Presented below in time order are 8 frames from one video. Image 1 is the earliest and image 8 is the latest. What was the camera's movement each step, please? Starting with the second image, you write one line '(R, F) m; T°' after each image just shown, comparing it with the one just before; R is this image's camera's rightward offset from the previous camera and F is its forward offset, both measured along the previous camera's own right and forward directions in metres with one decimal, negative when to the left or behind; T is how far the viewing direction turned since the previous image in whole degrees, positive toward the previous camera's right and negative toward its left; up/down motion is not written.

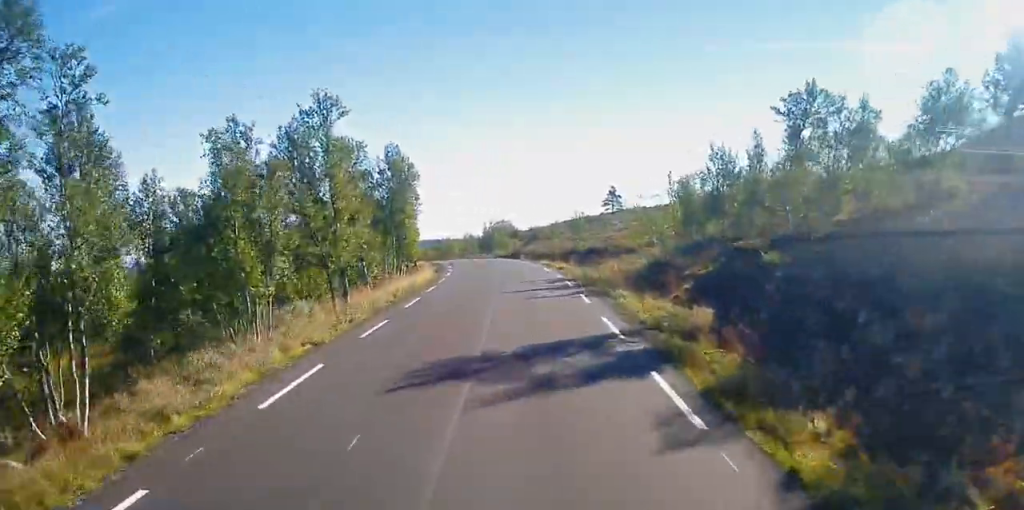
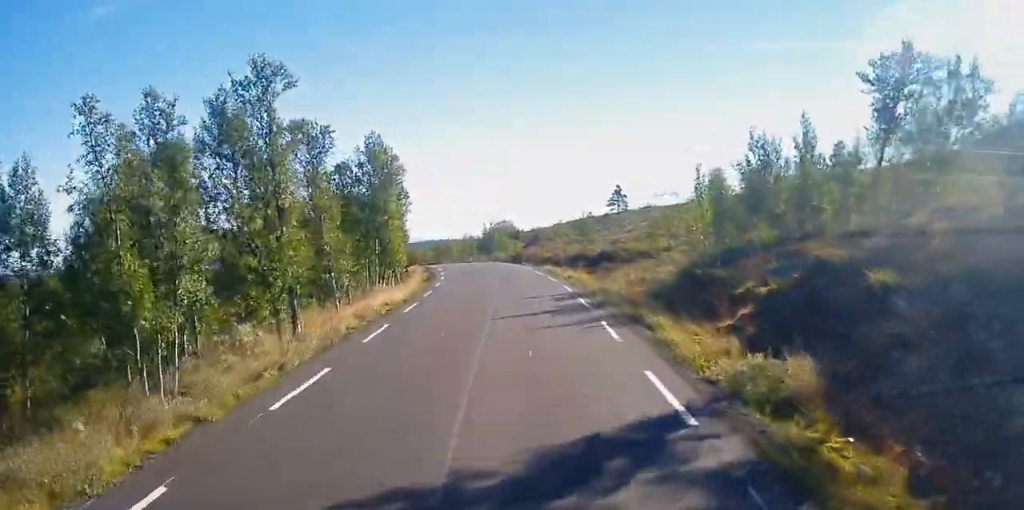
(0.0, +5.9) m; -2°
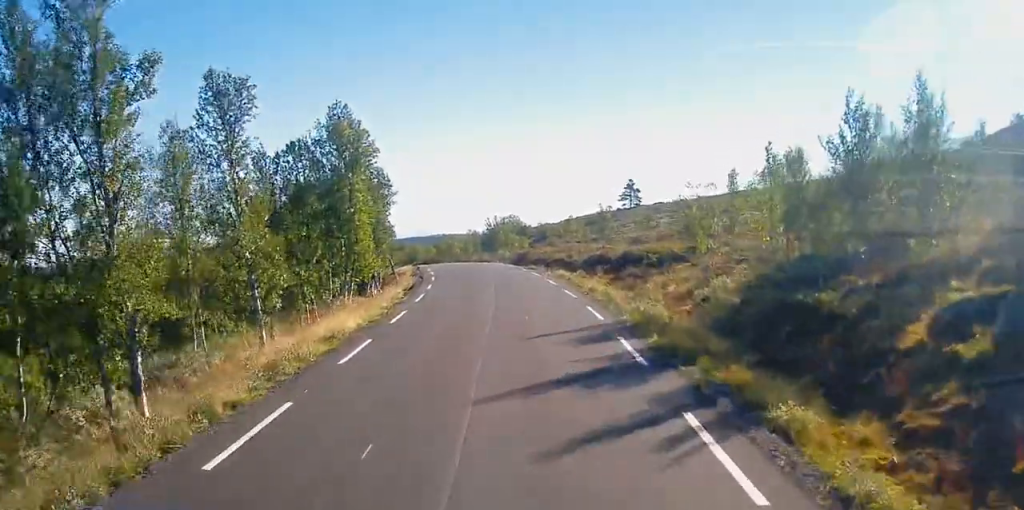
(-0.3, +8.4) m; -1°
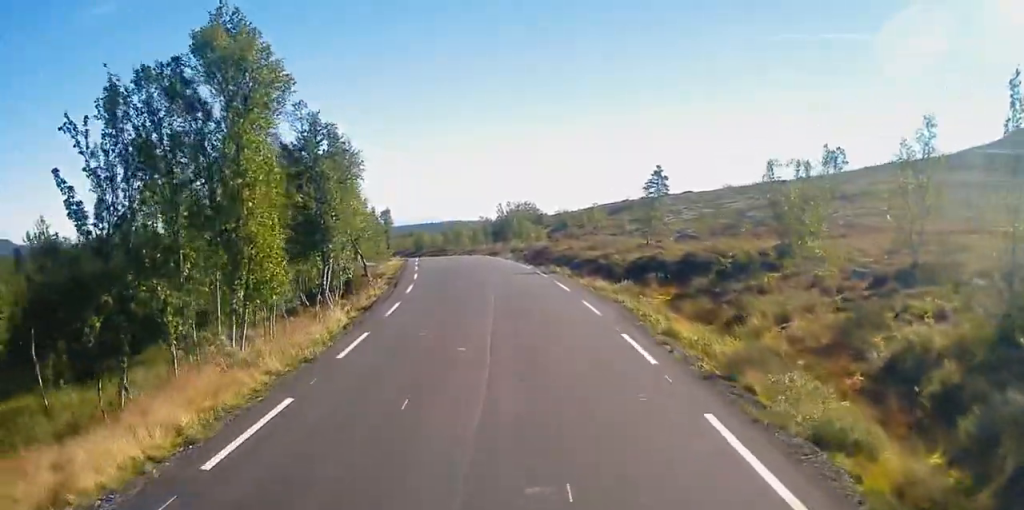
(-0.1, +12.4) m; +1°
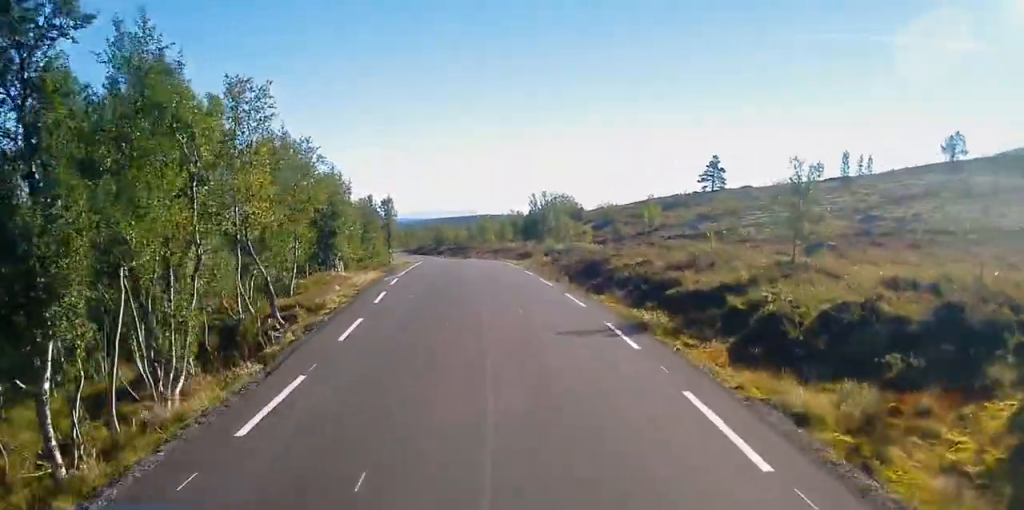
(+0.6, +17.3) m; -2°
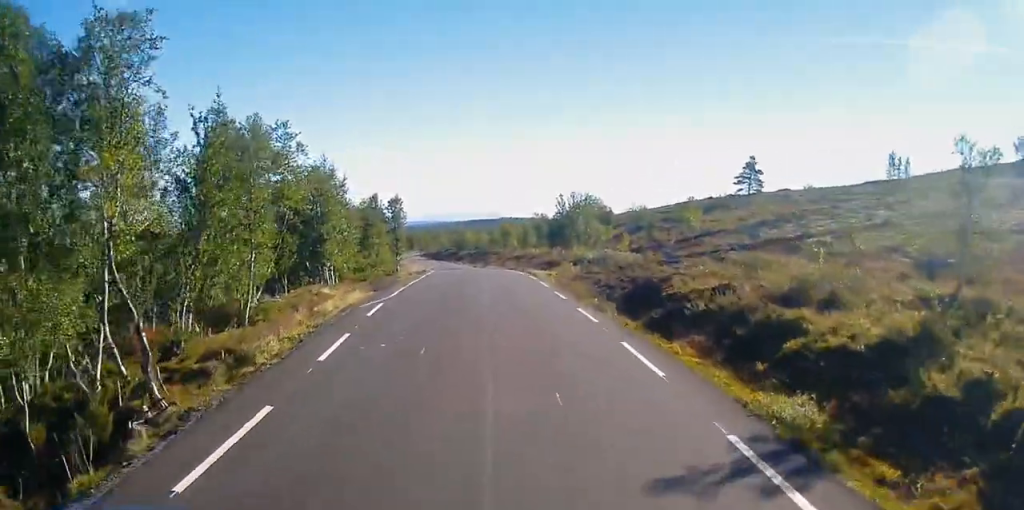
(-0.5, +7.8) m; -2°
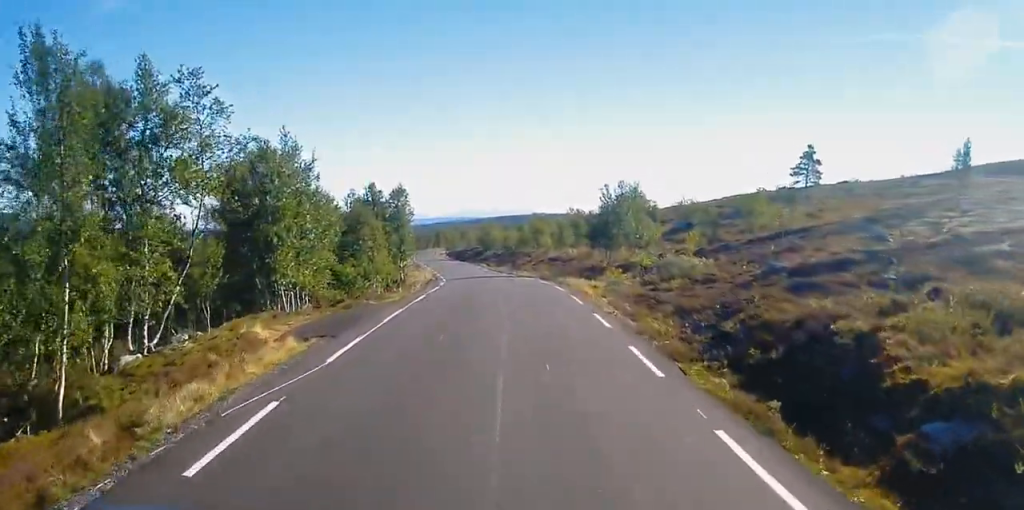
(-0.4, +11.8) m; -2°
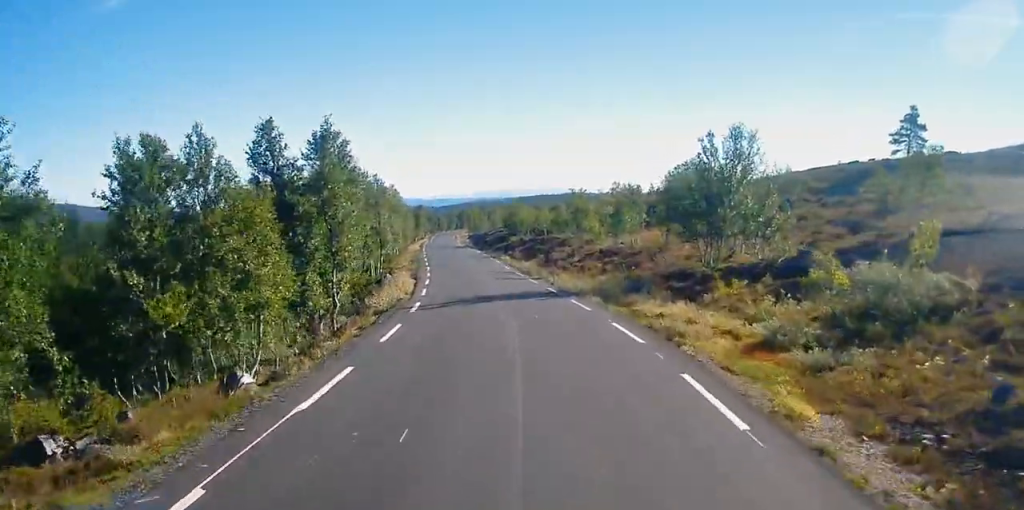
(-0.3, +21.6) m; -3°
